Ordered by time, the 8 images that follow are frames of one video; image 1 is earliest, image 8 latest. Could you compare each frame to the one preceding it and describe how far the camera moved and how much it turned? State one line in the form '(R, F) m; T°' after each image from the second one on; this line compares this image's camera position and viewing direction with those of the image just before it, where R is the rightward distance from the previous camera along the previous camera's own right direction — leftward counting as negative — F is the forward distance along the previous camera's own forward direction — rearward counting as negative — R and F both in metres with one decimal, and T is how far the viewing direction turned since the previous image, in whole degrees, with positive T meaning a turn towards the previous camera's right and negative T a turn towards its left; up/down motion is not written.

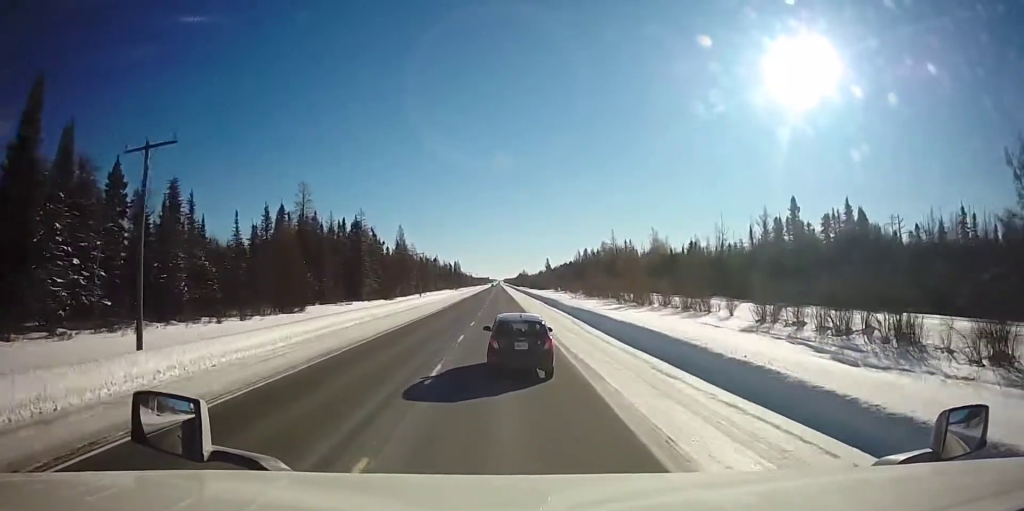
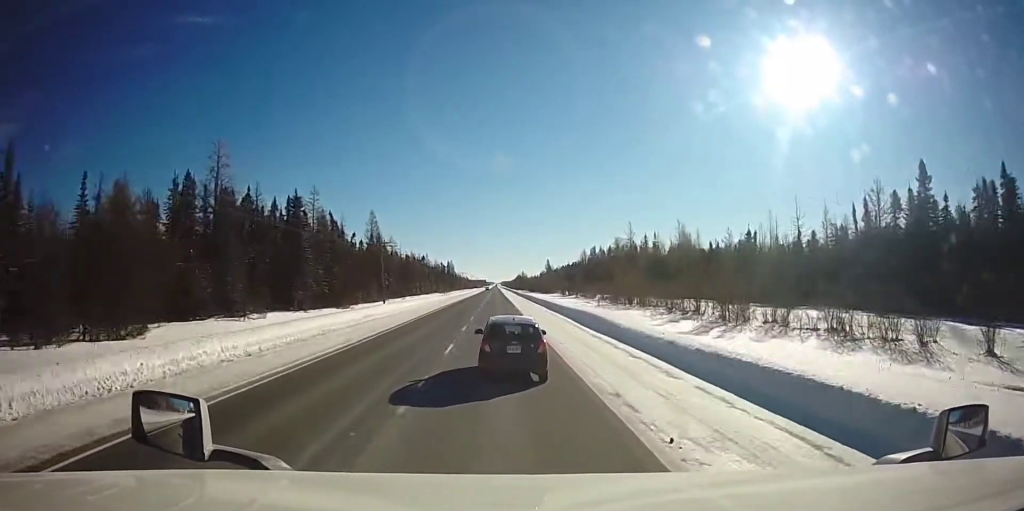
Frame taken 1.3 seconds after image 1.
(+0.1, +29.6) m; +1°
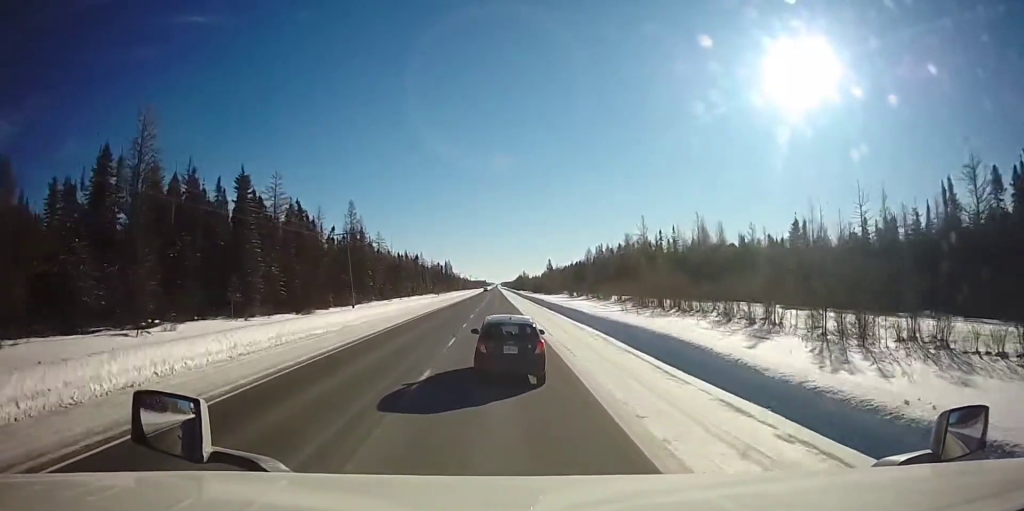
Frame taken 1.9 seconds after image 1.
(+0.1, +16.0) m; 0°
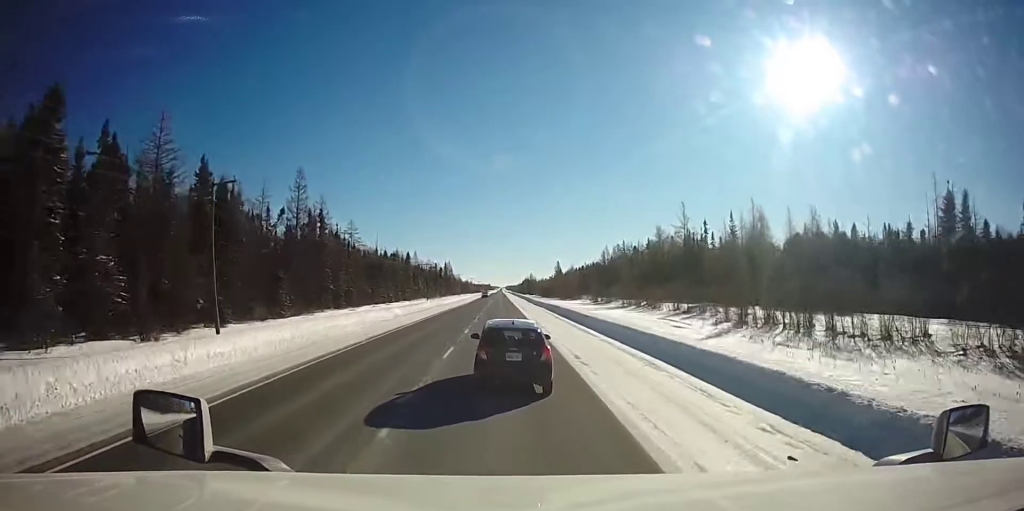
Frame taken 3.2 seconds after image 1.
(-0.1, +29.9) m; 0°
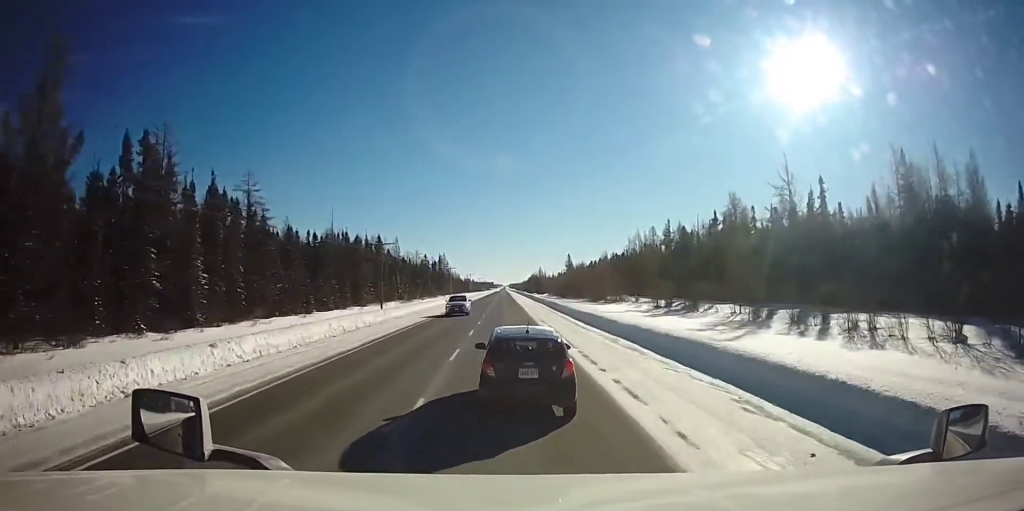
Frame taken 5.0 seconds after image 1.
(0.0, +45.8) m; -1°
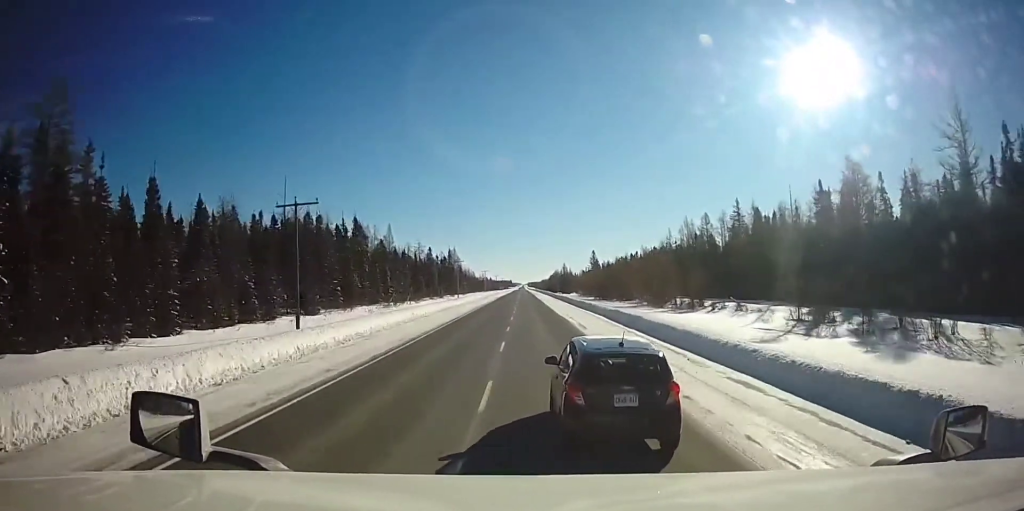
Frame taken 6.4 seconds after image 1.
(-0.6, +32.8) m; -1°
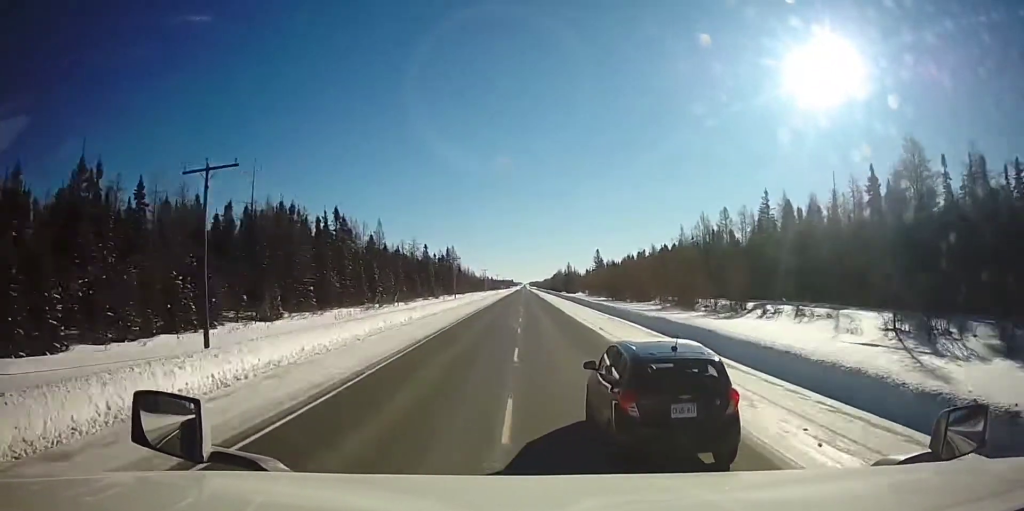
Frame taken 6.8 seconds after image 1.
(+0.1, +11.5) m; 0°
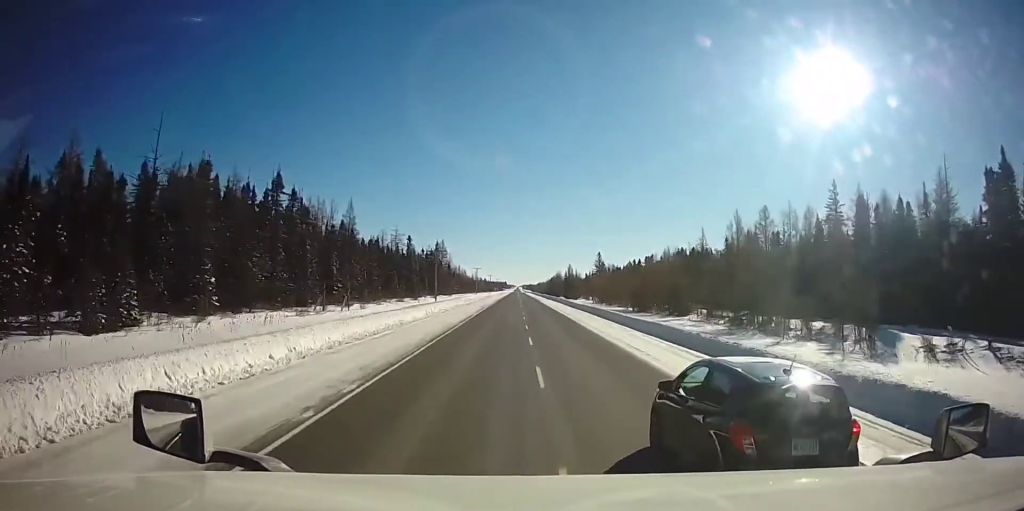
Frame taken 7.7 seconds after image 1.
(+0.1, +21.5) m; 0°
